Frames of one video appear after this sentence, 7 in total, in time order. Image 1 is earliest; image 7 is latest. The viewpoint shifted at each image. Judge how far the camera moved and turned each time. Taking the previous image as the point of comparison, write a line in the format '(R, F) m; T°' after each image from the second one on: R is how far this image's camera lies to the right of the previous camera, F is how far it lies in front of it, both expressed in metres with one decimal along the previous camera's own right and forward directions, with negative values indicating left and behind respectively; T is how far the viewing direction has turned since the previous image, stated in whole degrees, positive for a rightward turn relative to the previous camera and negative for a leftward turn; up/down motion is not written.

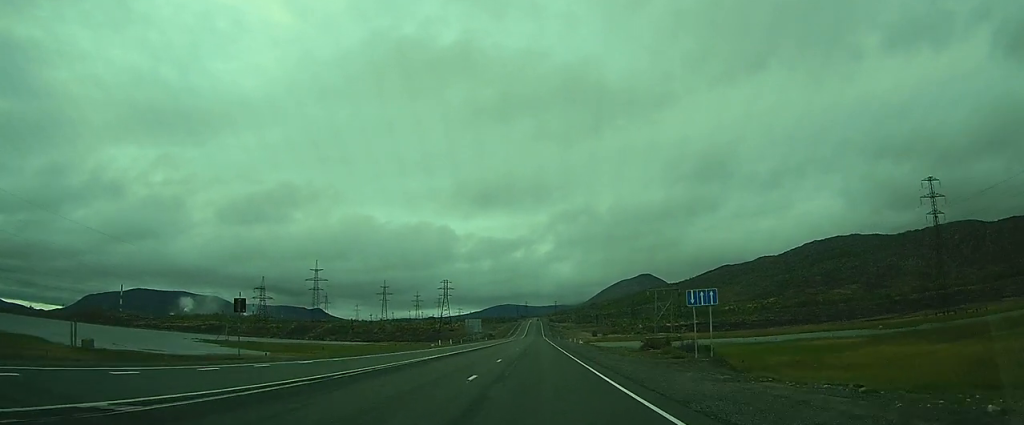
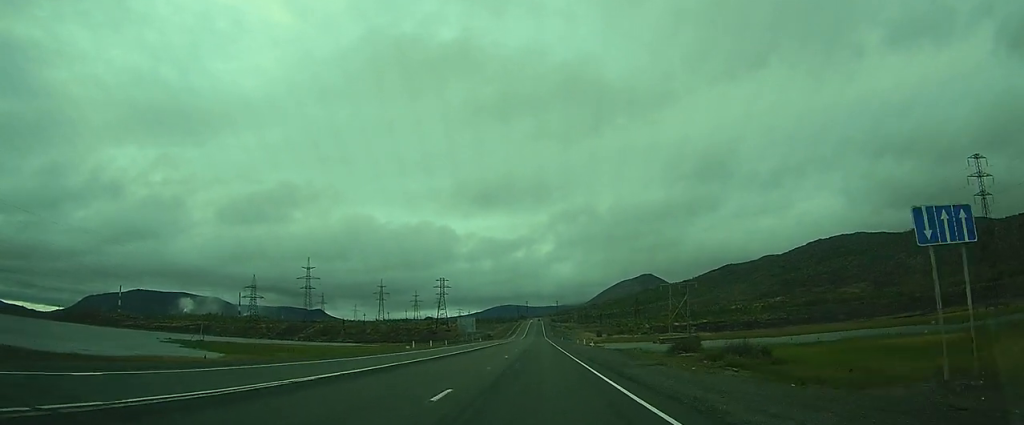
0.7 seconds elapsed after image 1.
(-0.1, +17.0) m; +1°
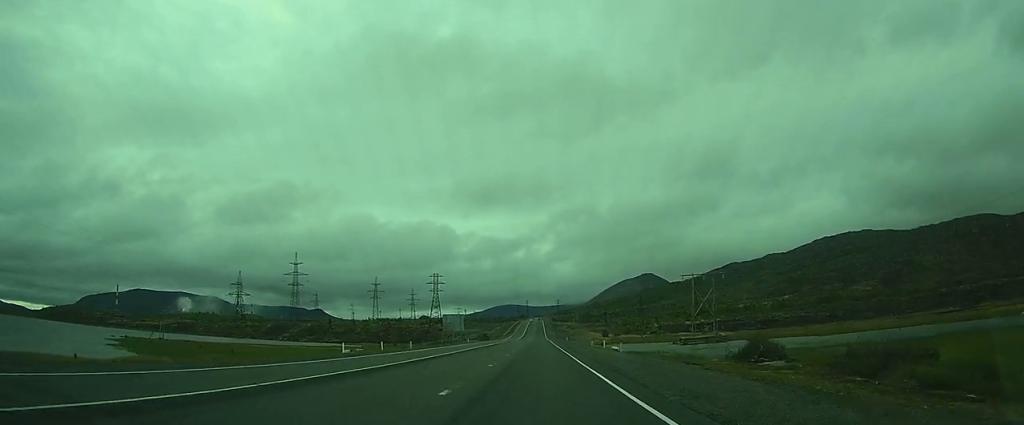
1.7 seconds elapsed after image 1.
(+0.4, +22.5) m; +1°
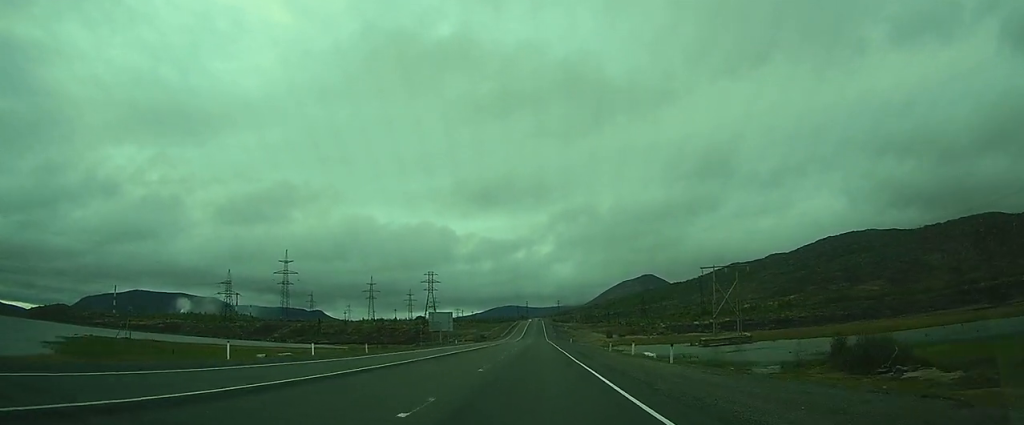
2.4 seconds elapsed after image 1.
(-0.1, +15.6) m; 0°
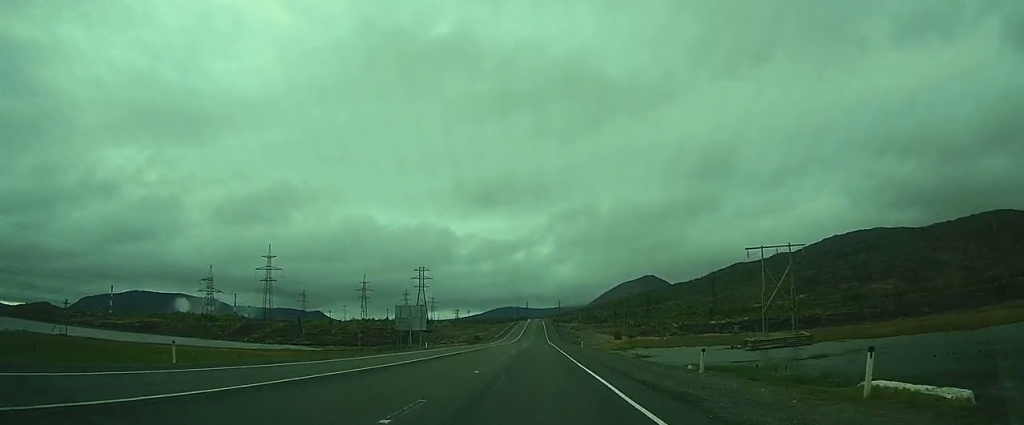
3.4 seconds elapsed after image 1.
(-0.1, +25.0) m; 0°
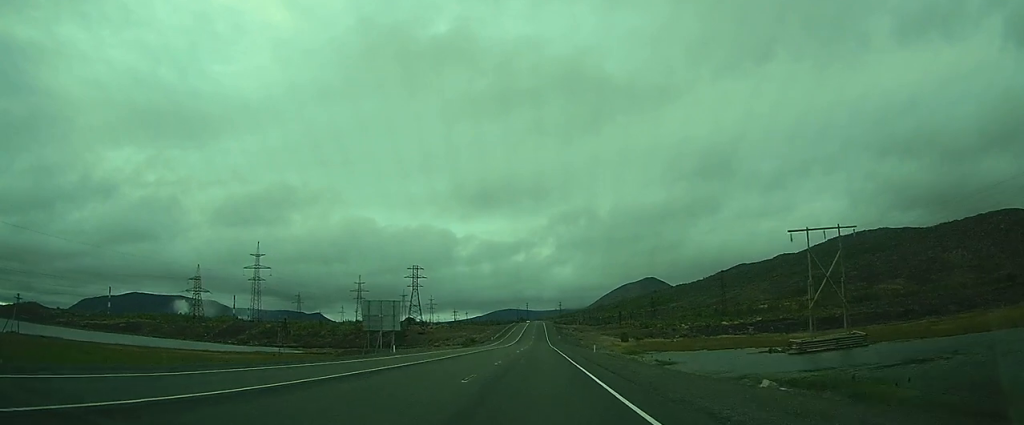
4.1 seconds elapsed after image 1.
(0.0, +15.6) m; 0°
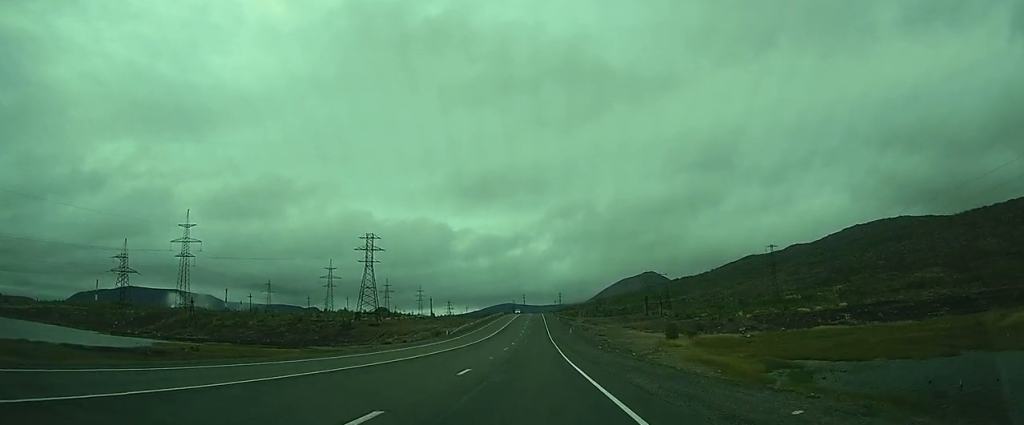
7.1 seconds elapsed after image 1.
(+0.6, +70.5) m; +1°
